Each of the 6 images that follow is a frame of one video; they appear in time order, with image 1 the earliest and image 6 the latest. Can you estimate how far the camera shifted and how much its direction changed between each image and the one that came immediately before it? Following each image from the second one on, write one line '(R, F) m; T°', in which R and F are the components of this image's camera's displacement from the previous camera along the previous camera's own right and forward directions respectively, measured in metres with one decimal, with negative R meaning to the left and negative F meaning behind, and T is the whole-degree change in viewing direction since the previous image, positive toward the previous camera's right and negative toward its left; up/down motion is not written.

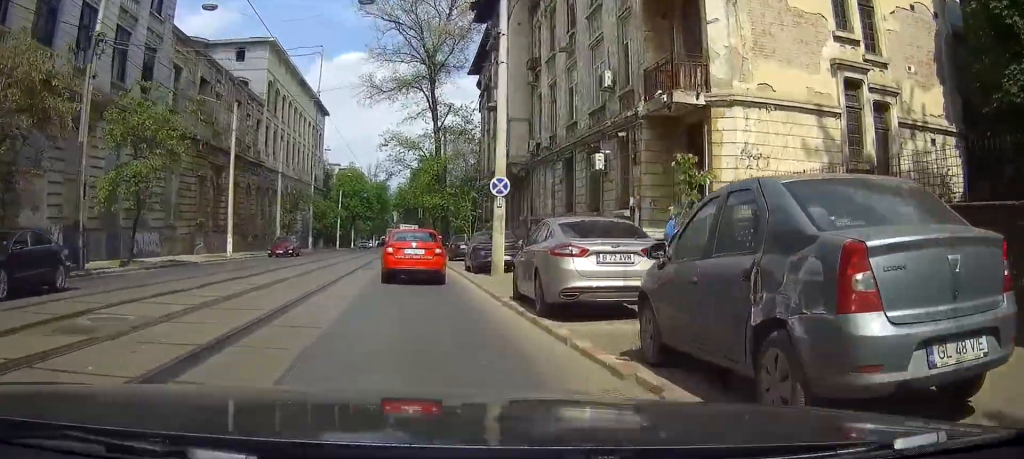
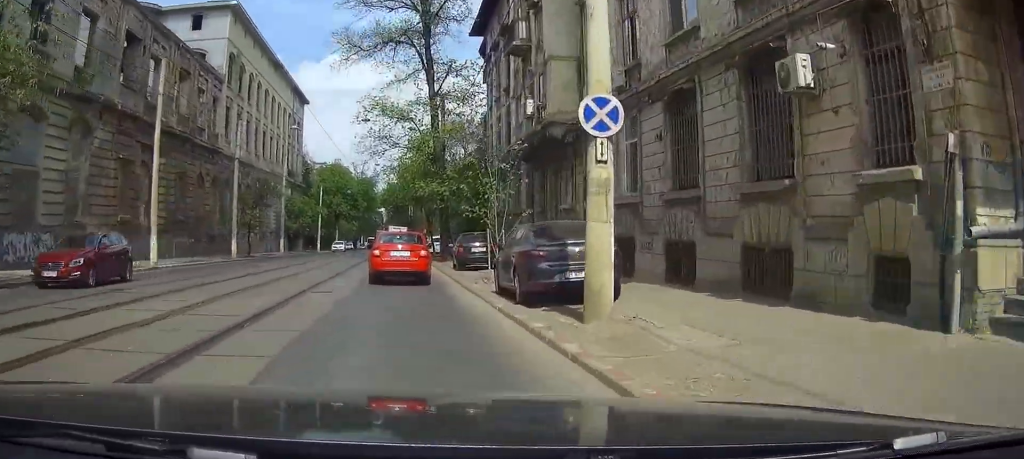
(+0.3, +12.7) m; +2°
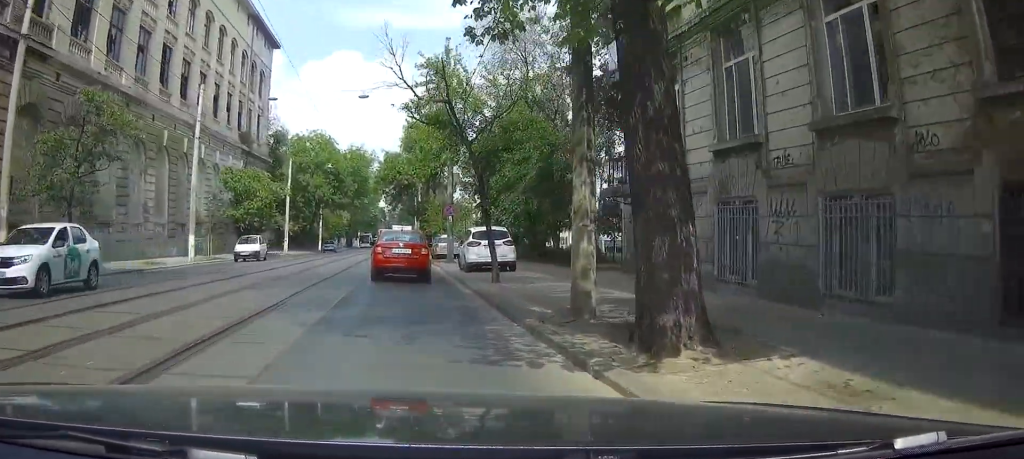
(-0.2, +31.1) m; -1°
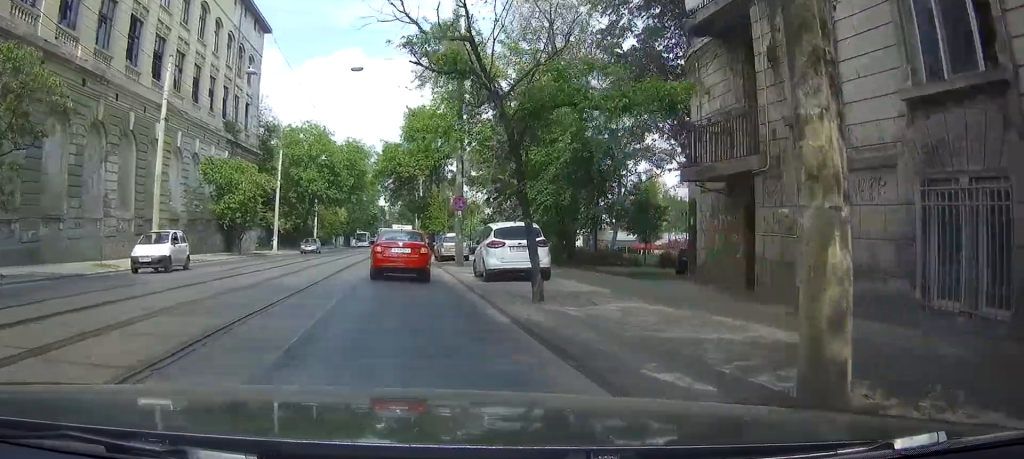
(+0.1, +5.9) m; 0°
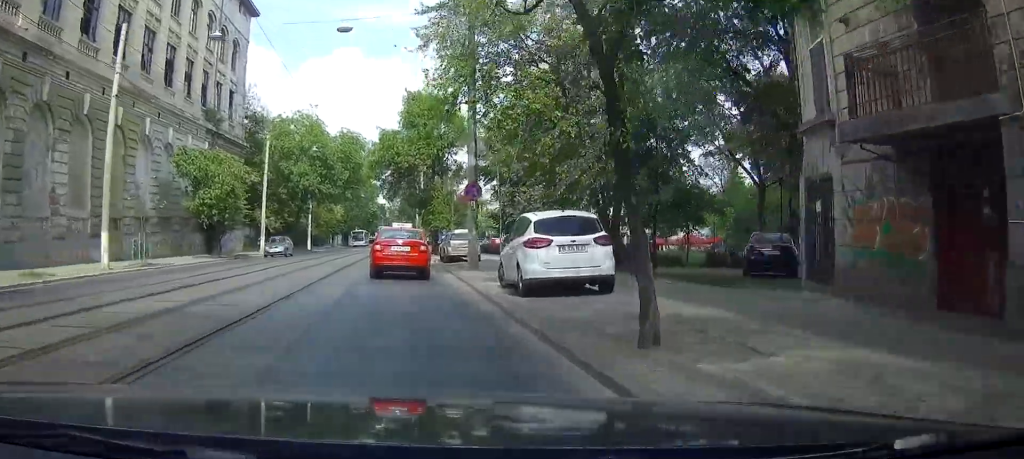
(-0.1, +5.9) m; 0°
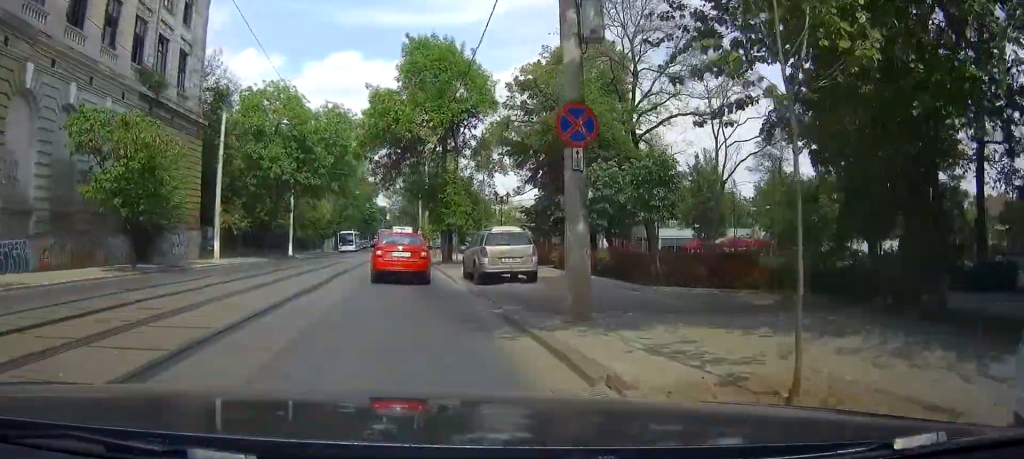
(0.0, +14.8) m; 0°
